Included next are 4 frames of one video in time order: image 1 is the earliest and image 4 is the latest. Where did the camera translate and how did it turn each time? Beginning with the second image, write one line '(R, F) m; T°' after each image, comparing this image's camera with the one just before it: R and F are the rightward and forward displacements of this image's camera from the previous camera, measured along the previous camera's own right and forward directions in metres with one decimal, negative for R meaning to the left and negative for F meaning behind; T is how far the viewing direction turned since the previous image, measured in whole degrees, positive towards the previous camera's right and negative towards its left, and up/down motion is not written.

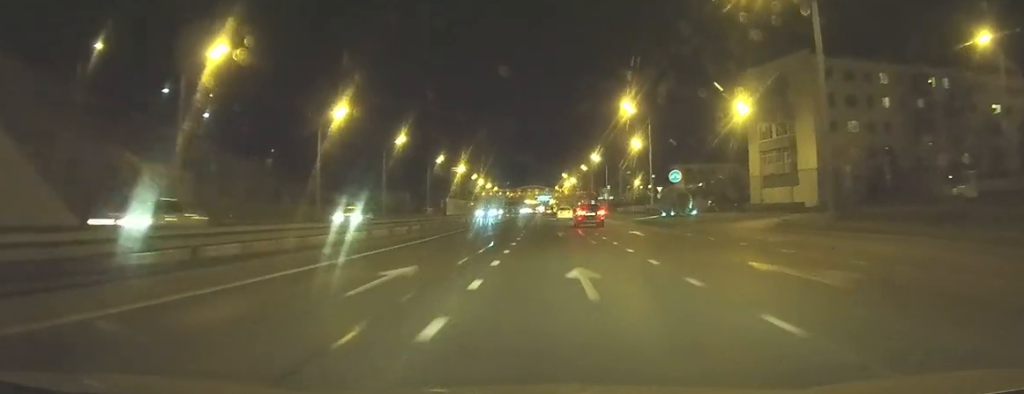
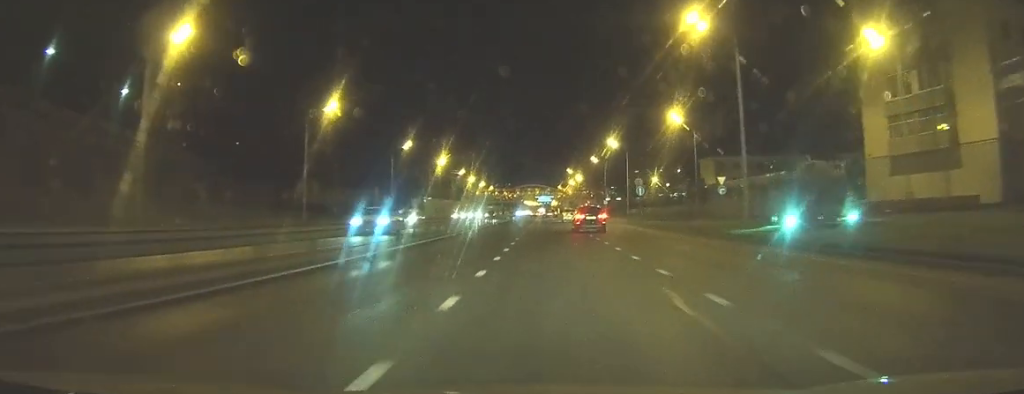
(-0.1, +29.9) m; -1°
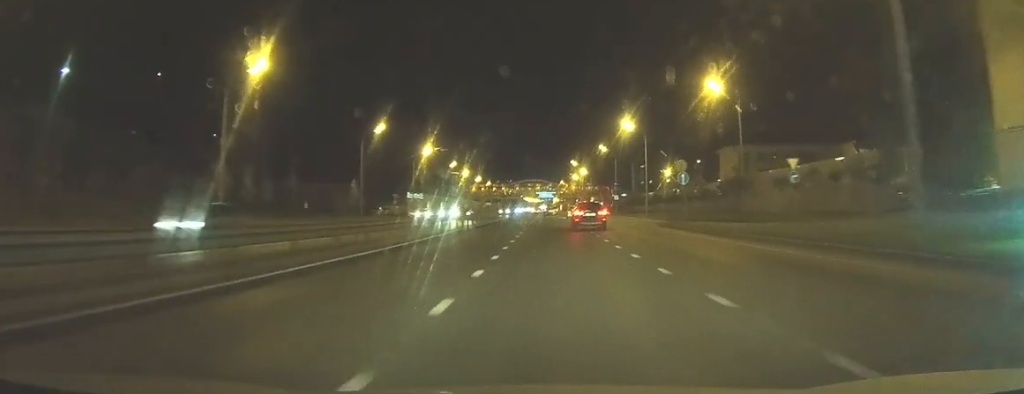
(-0.1, +16.2) m; 0°
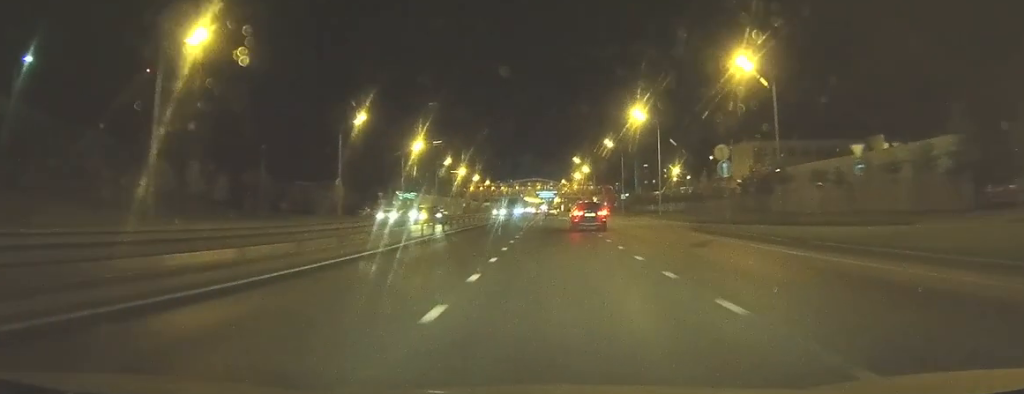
(0.0, +8.6) m; 0°
